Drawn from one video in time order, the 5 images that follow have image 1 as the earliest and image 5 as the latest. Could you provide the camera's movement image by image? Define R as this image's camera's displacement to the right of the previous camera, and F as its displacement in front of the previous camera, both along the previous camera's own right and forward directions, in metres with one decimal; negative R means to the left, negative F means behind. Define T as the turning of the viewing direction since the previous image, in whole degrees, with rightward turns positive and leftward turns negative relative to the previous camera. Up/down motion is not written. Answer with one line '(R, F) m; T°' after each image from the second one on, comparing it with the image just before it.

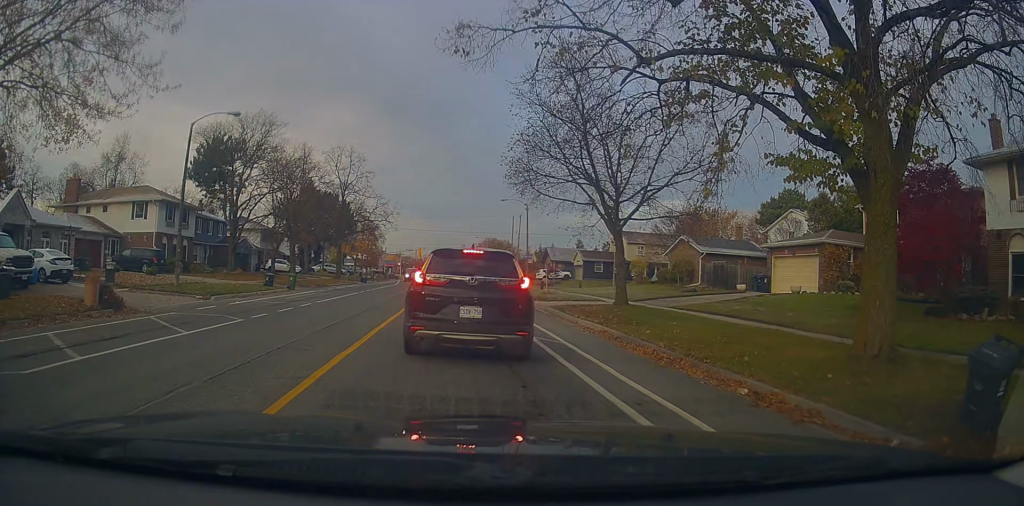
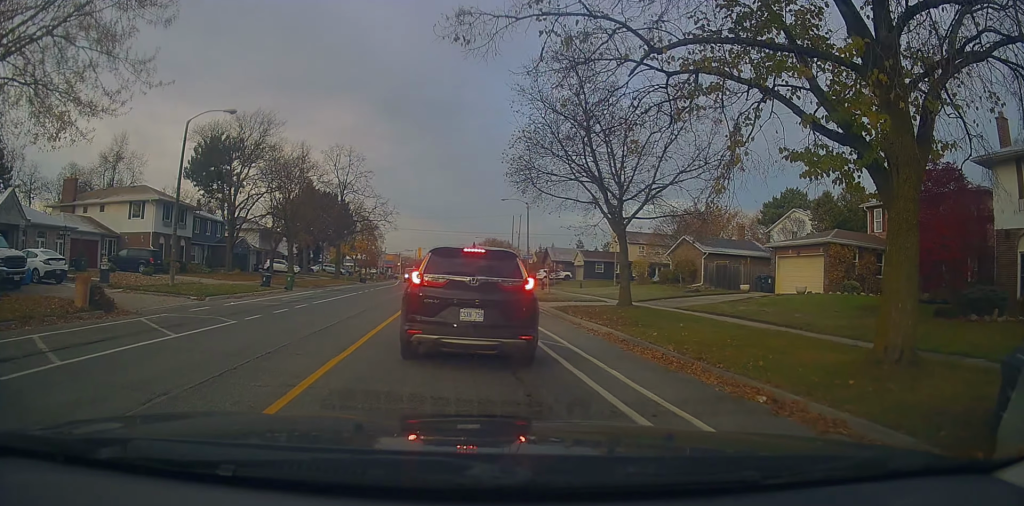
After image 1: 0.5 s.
(+0.1, +0.4) m; 0°
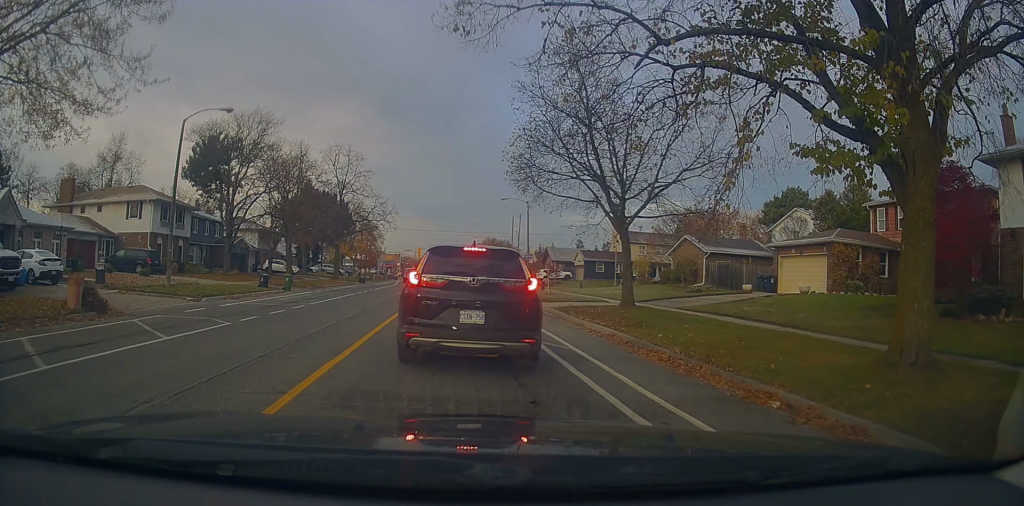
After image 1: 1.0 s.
(+0.1, +0.3) m; 0°
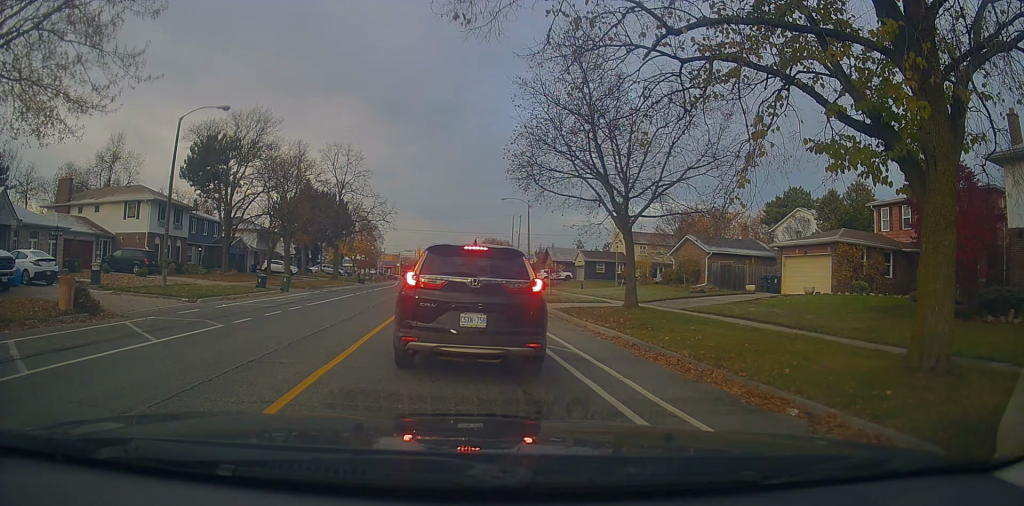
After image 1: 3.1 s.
(+0.1, +0.2) m; 0°
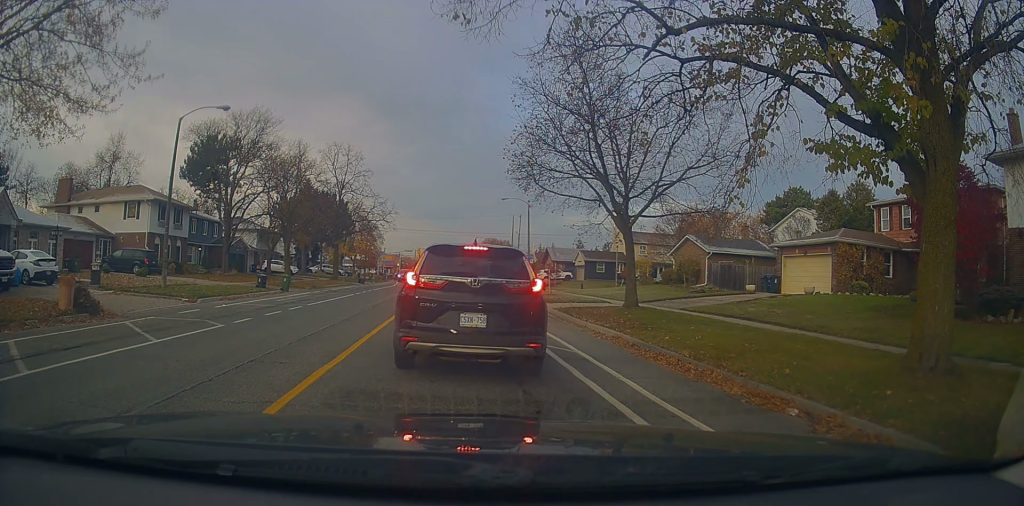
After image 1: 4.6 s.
(0.0, 0.0) m; 0°
